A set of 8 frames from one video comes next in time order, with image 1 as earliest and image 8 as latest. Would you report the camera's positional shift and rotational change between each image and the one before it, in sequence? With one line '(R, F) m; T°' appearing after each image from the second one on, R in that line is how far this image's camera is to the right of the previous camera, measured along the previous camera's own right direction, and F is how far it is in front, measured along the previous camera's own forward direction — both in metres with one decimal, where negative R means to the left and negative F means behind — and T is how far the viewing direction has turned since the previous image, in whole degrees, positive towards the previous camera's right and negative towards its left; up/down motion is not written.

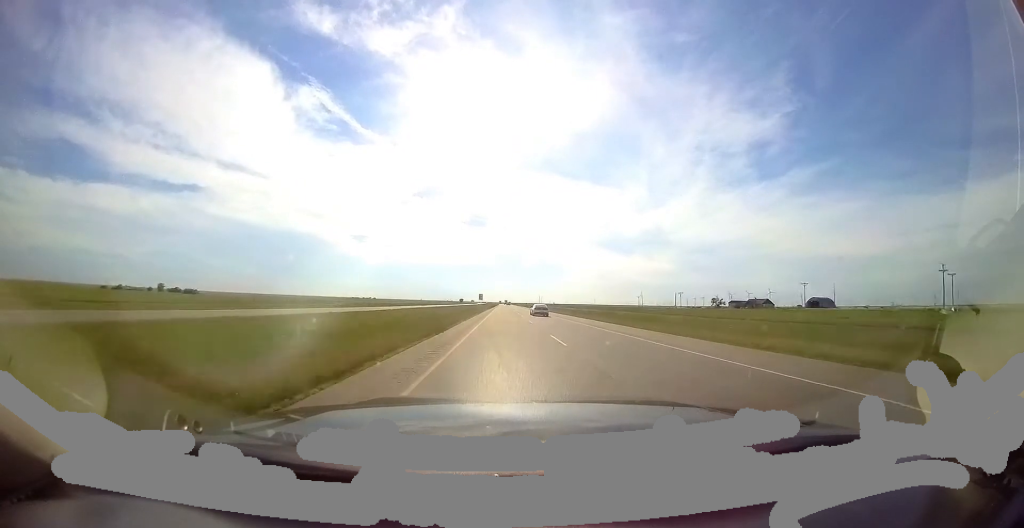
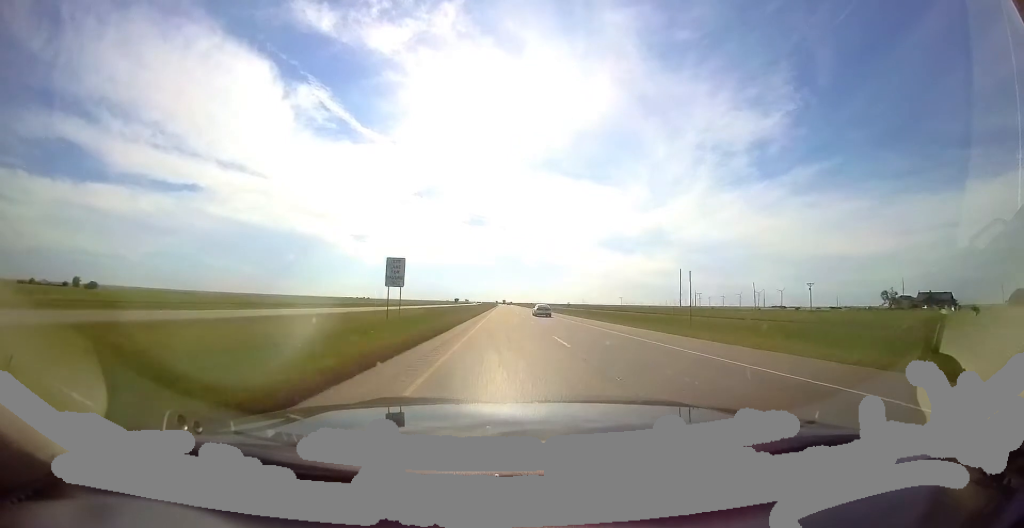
(+0.4, +85.5) m; 0°
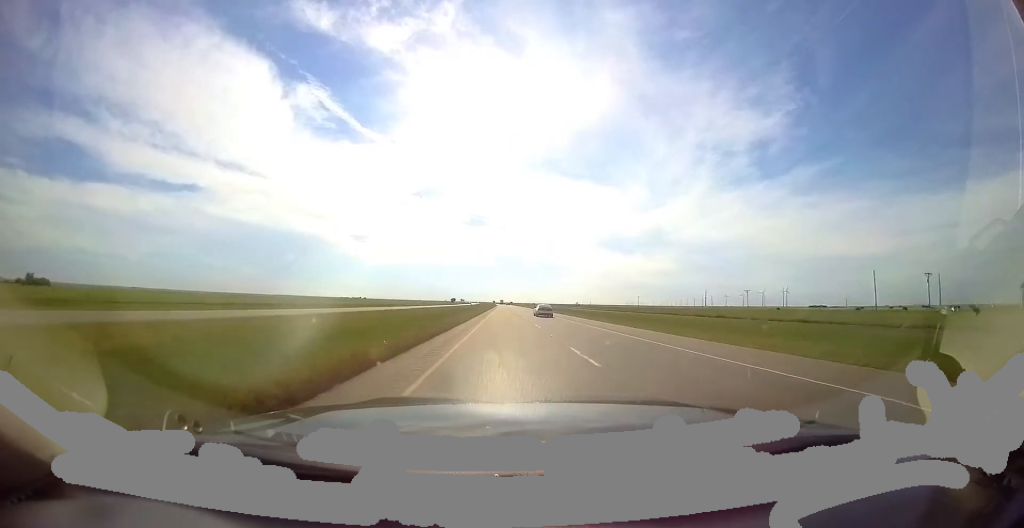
(-0.3, +40.4) m; 0°
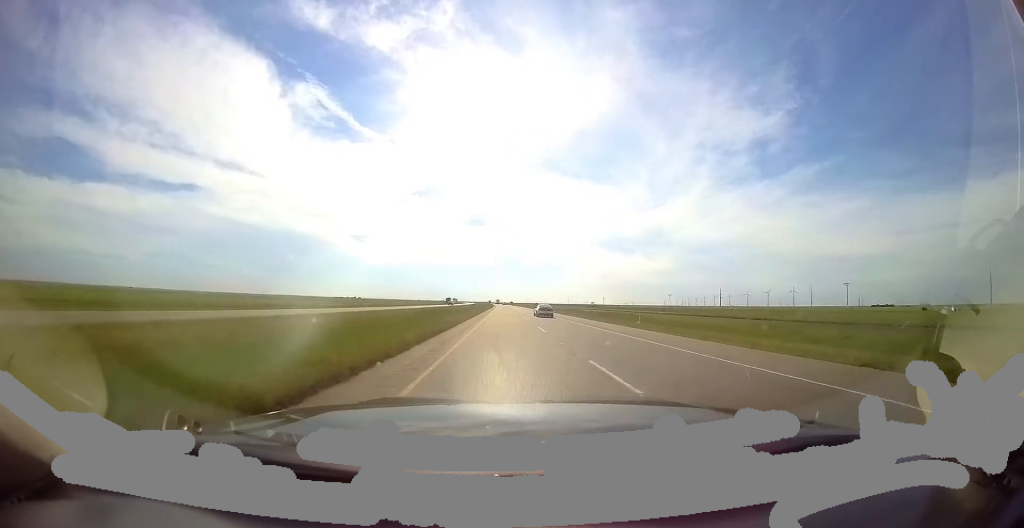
(-0.2, +52.1) m; 0°
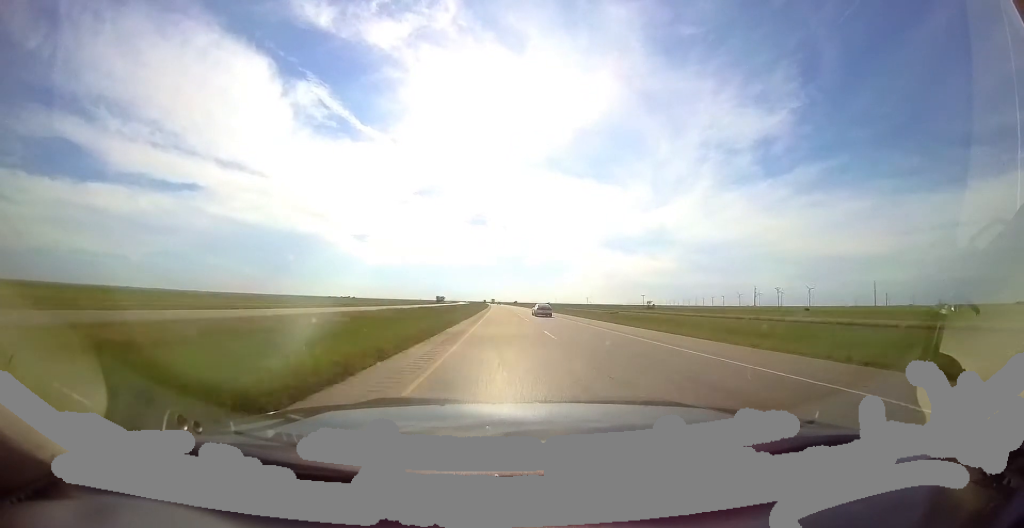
(-0.3, +89.8) m; -1°
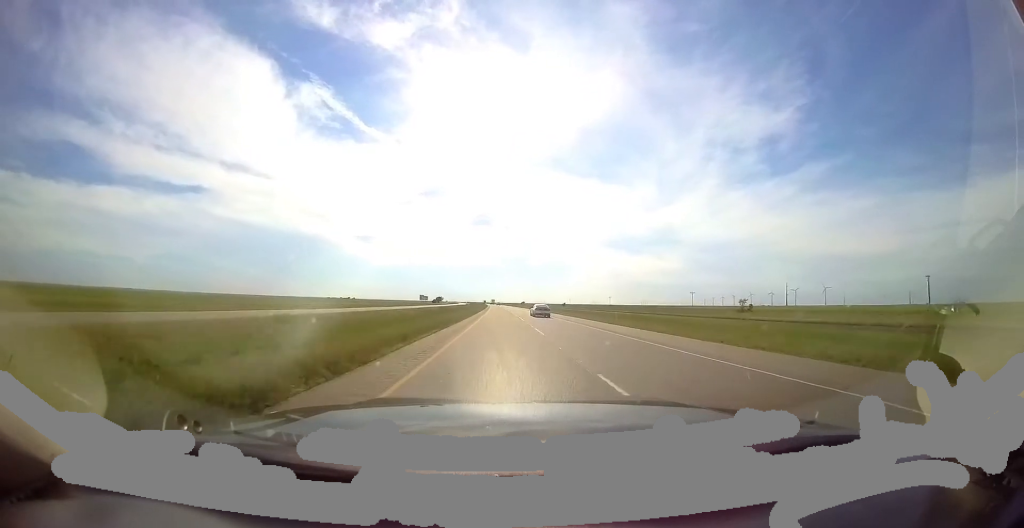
(-0.4, +58.7) m; -1°
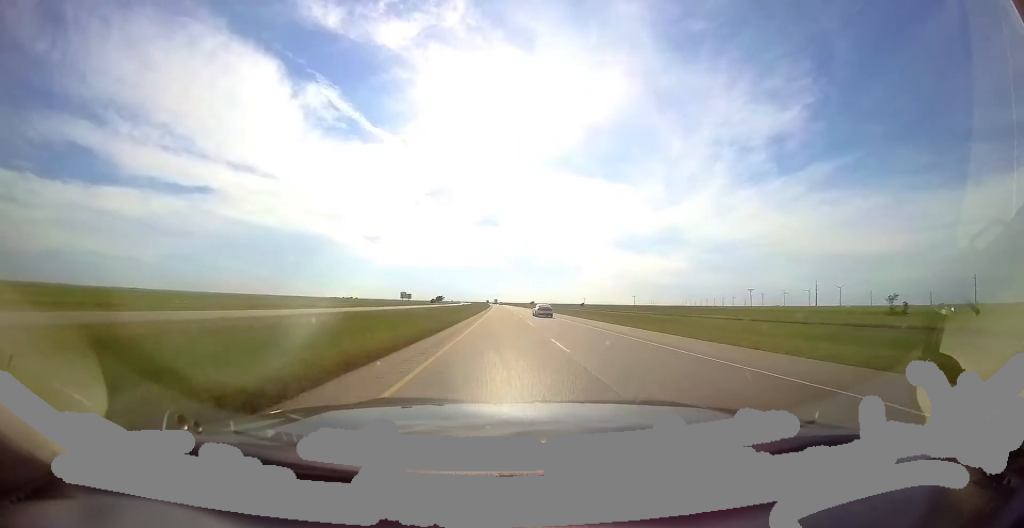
(+0.1, +42.2) m; -1°
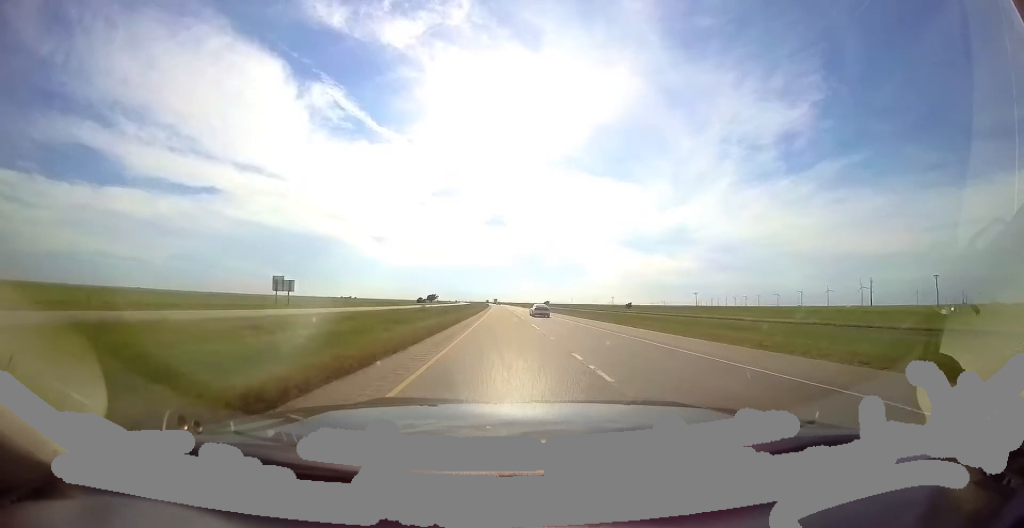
(-1.2, +77.2) m; -1°
